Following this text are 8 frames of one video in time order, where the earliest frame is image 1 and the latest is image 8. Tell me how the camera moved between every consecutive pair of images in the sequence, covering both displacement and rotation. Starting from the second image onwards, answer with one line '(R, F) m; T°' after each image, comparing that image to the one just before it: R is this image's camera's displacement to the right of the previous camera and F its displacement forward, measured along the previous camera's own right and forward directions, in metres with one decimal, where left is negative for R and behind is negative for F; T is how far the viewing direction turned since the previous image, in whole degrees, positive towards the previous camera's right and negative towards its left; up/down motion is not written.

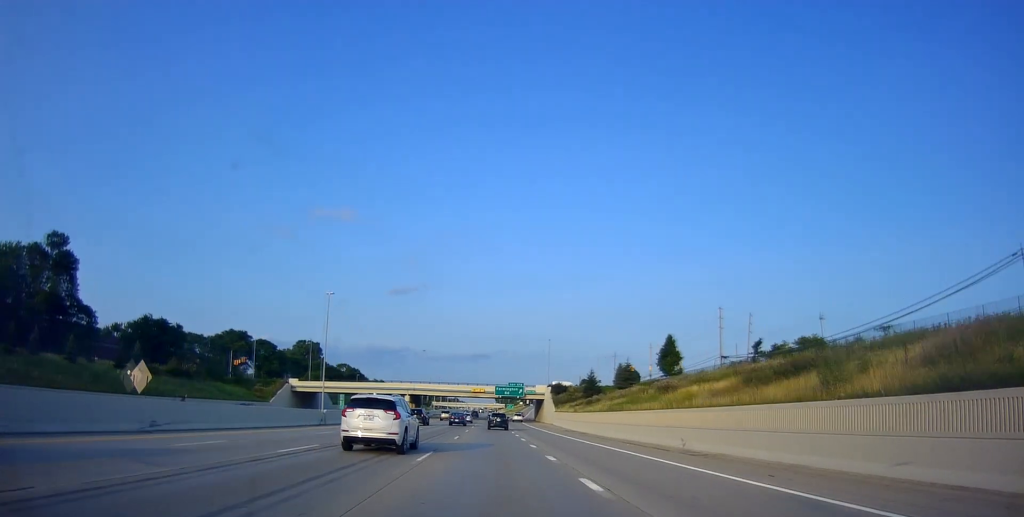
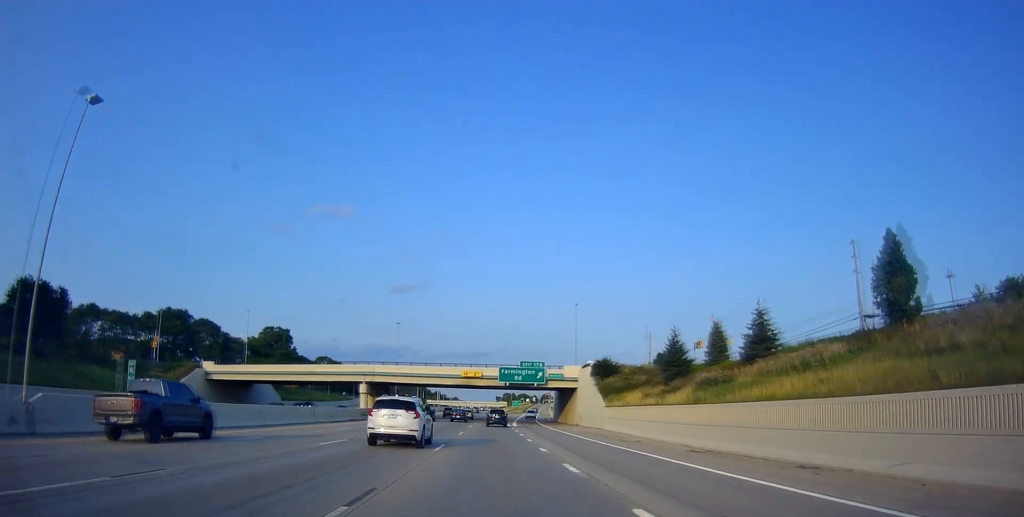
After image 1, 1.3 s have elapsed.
(-0.3, +42.1) m; -1°
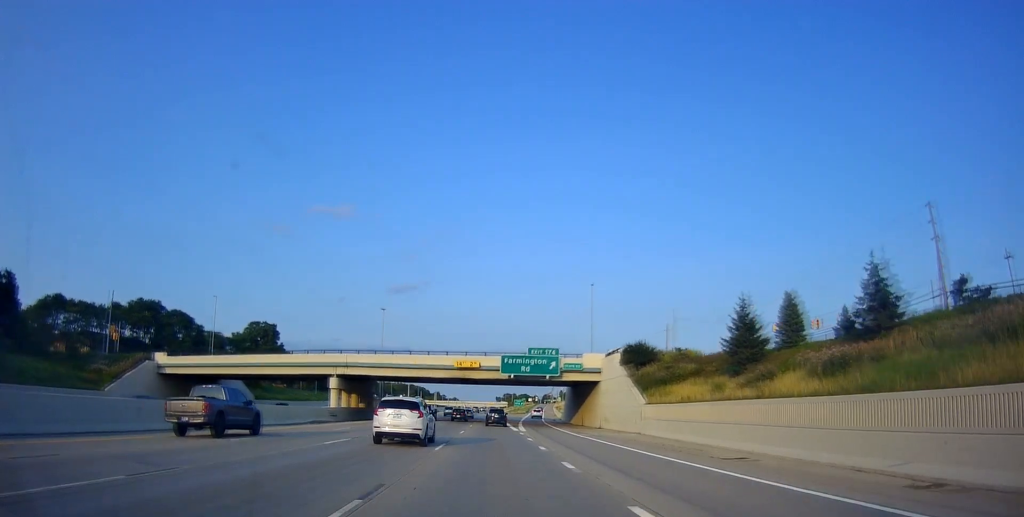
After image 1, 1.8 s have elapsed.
(-0.3, +14.8) m; 0°
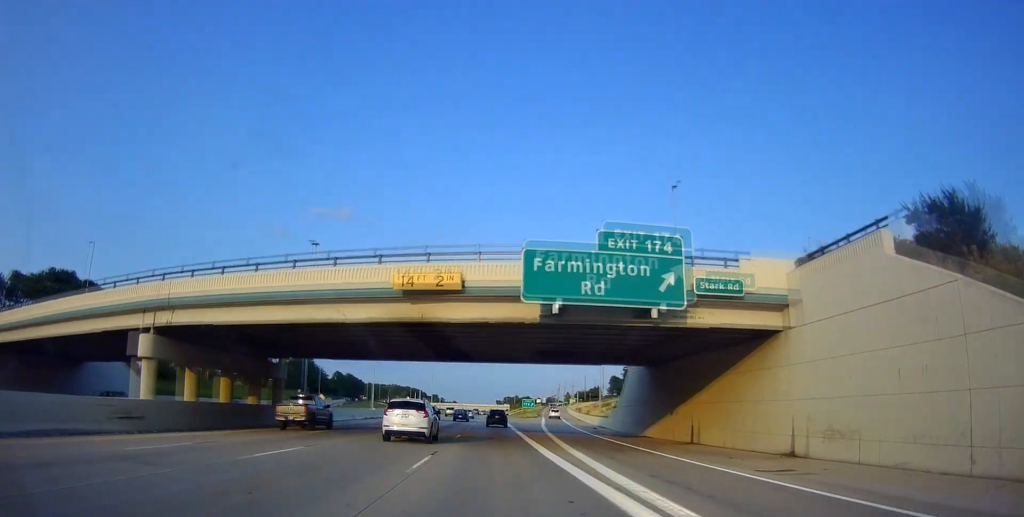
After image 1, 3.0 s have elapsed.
(+0.3, +36.9) m; 0°
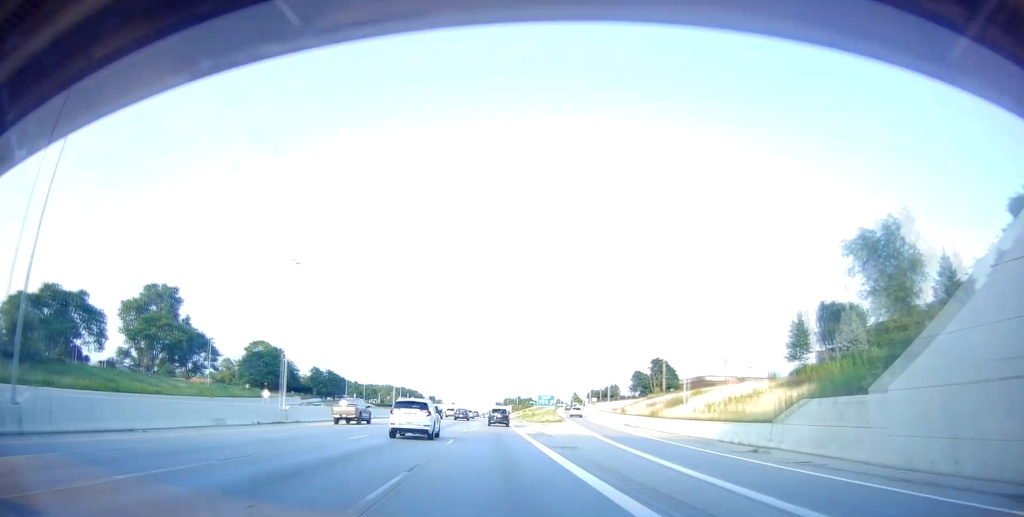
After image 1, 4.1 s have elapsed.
(-0.5, +36.6) m; 0°
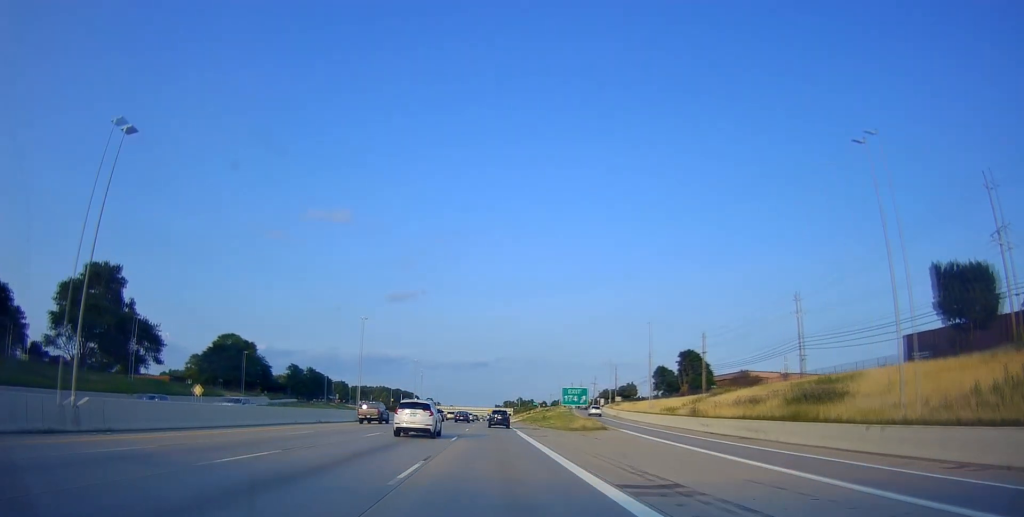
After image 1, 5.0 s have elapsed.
(+0.5, +27.3) m; 0°
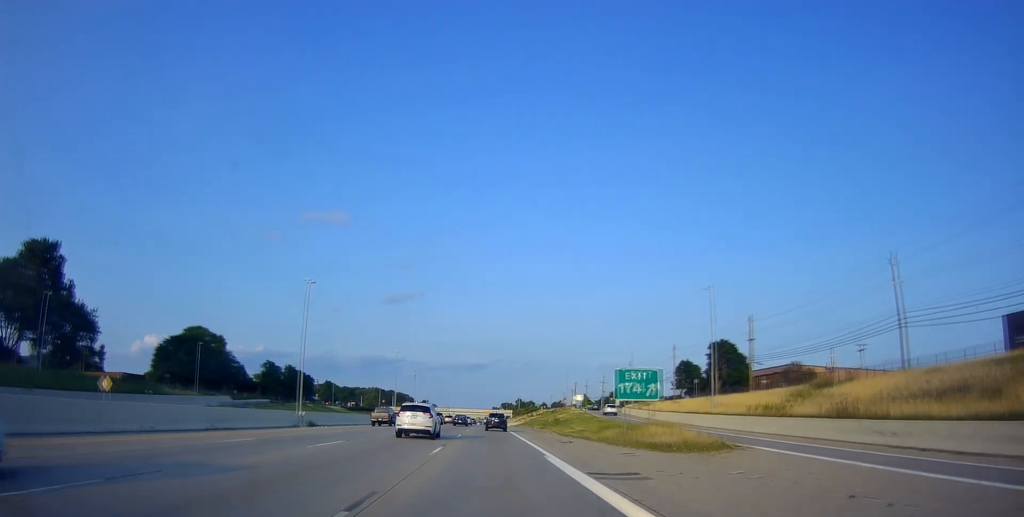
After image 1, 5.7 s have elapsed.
(-0.3, +23.0) m; 0°
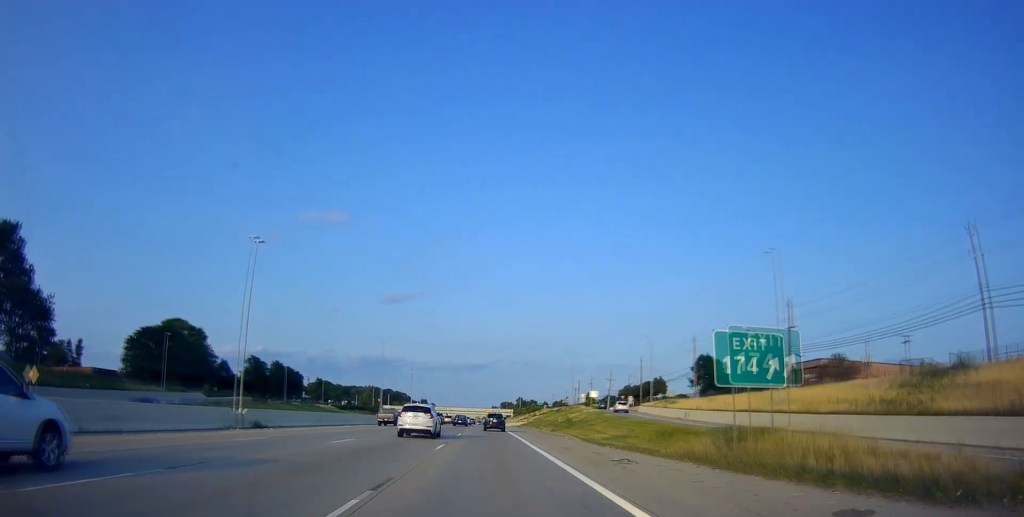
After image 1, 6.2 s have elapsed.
(-0.1, +13.5) m; 0°
